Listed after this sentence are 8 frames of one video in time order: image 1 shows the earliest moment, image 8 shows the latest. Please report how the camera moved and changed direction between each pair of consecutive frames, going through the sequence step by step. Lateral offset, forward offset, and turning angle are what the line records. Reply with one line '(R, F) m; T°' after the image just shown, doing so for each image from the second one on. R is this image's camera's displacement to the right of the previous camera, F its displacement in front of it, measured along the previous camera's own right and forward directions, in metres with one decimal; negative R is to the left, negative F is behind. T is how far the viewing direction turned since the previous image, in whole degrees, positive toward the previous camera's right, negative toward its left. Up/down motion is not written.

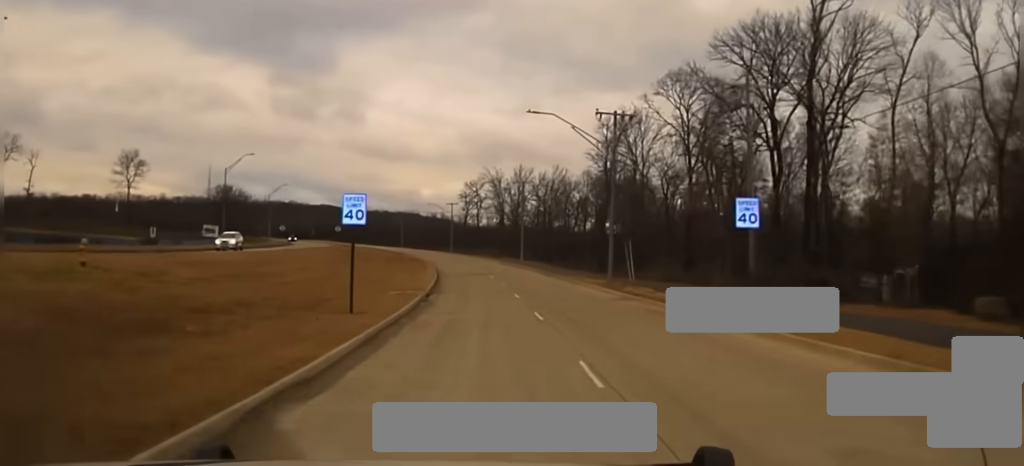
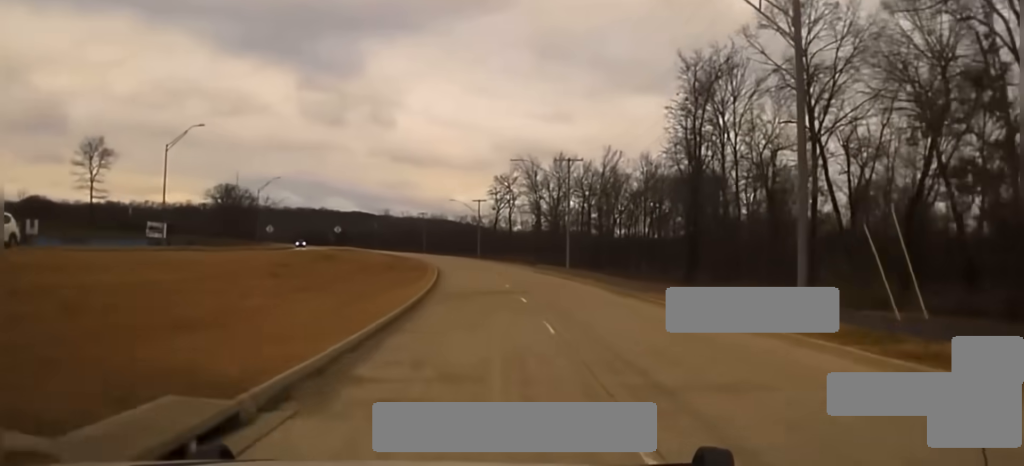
(-0.4, +26.3) m; -2°
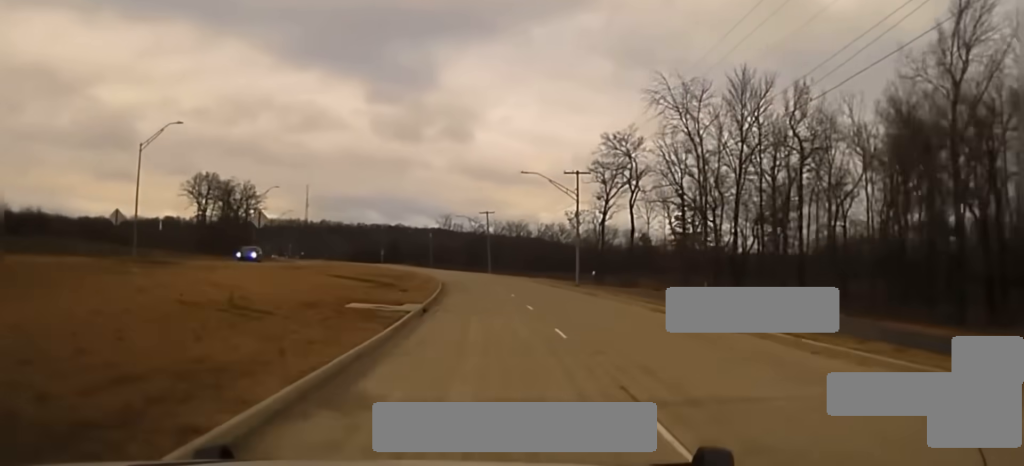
(-2.4, +72.1) m; -5°
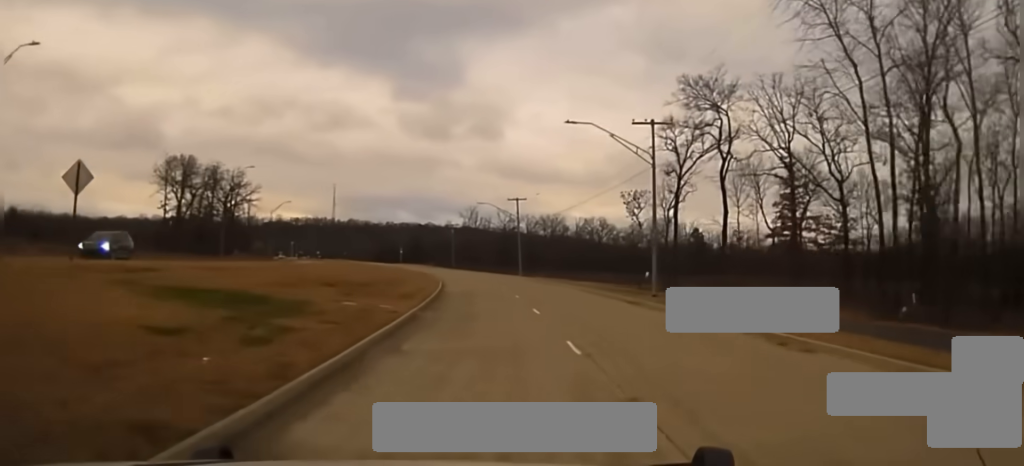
(-0.5, +27.9) m; -2°
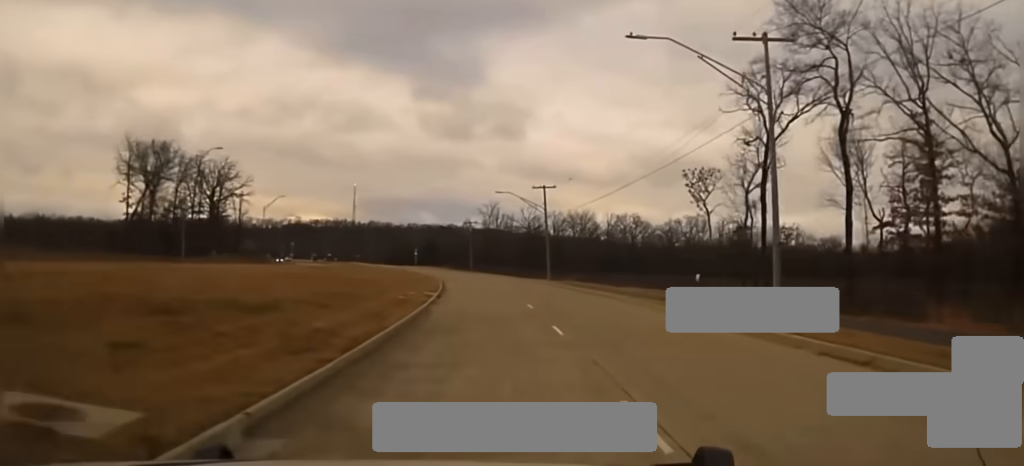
(-0.5, +22.6) m; -1°
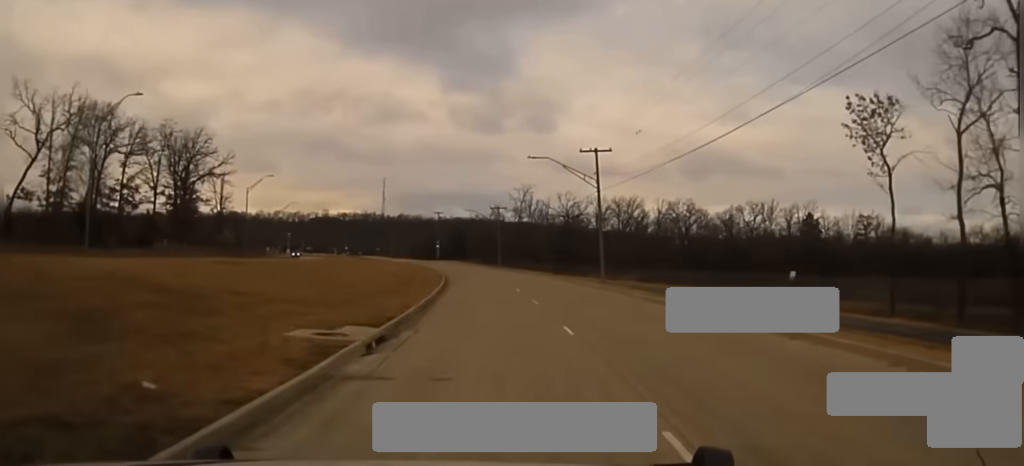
(-0.3, +26.7) m; -2°
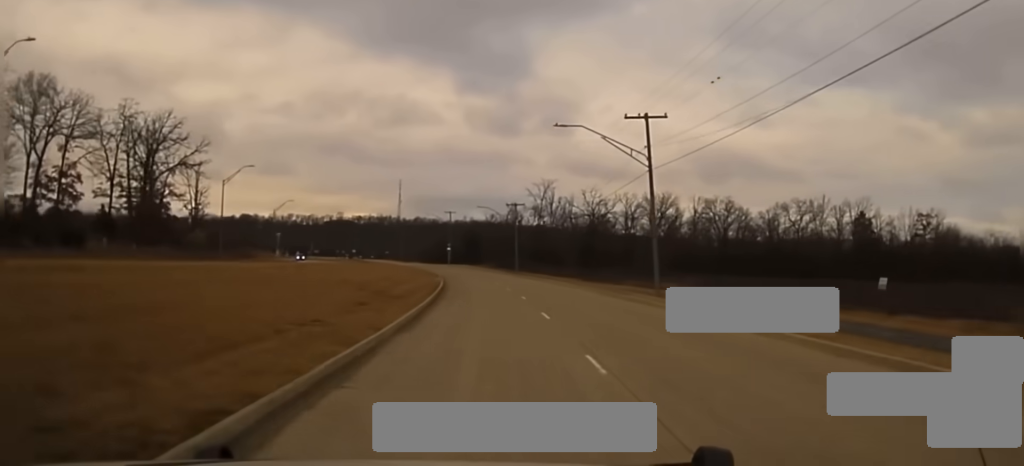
(0.0, +15.7) m; -2°
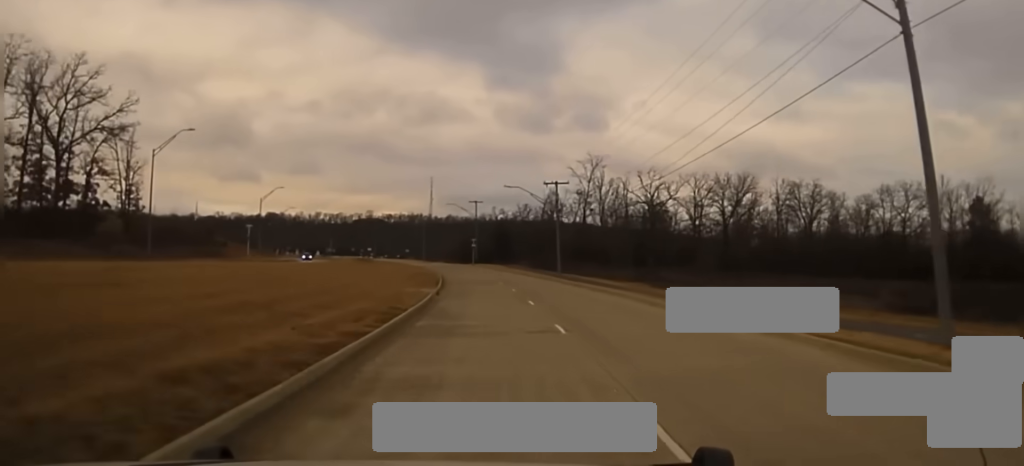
(-1.1, +27.3) m; -3°
